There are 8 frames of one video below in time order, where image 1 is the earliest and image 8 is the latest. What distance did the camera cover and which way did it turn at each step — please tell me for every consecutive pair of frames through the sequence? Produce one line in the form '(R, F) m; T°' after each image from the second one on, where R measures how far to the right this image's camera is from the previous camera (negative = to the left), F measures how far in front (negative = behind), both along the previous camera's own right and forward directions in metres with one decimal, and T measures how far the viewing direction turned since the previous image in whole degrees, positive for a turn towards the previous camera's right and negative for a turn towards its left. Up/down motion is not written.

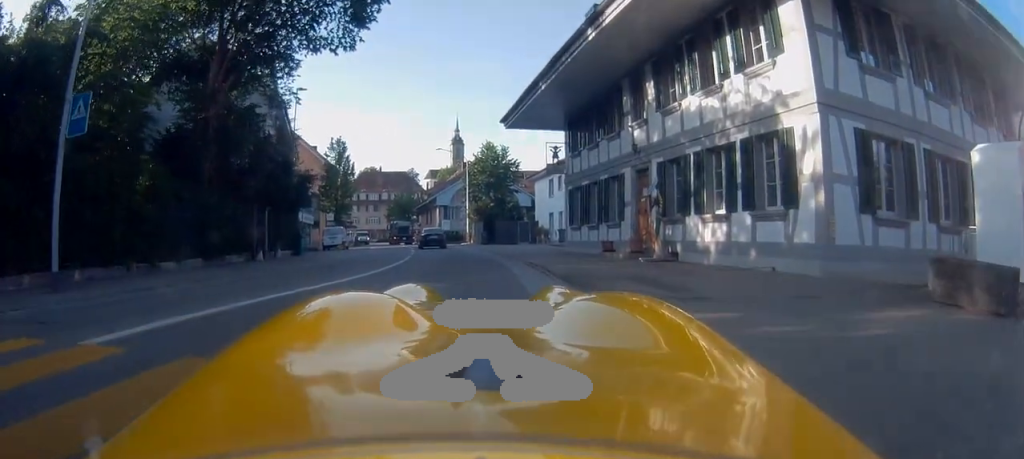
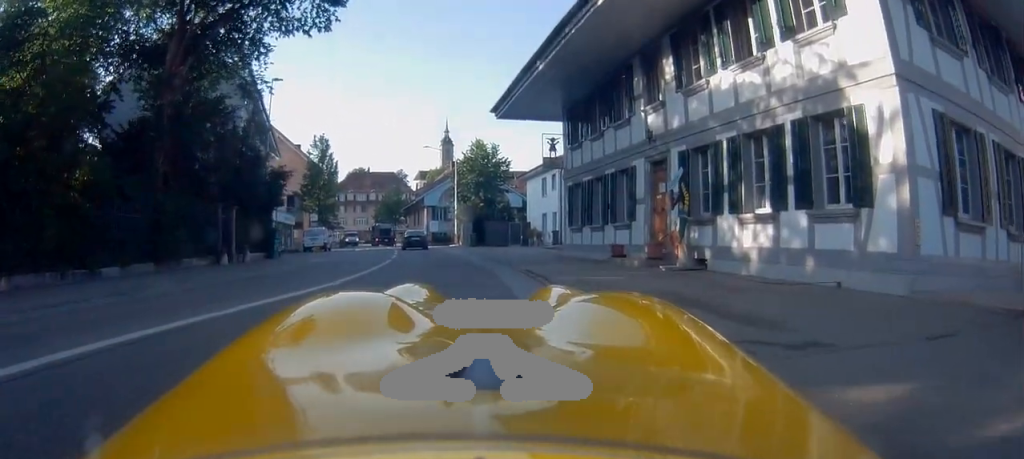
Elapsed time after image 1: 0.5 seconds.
(-0.1, +2.5) m; -1°
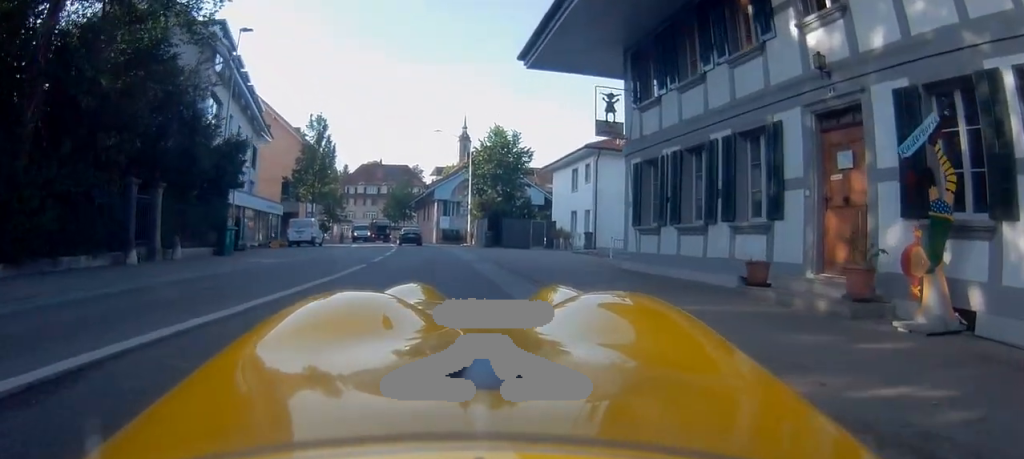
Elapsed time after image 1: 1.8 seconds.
(-0.1, +6.4) m; -3°
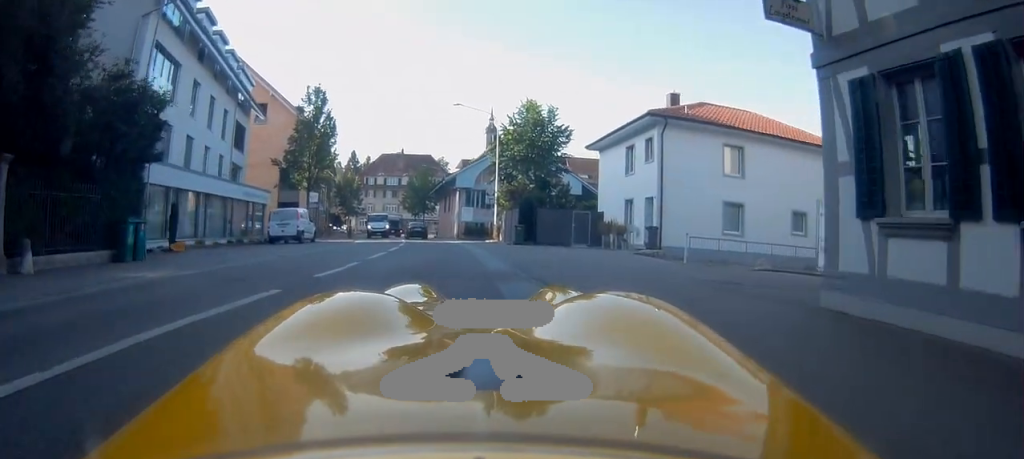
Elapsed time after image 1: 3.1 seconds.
(-0.4, +6.5) m; -8°
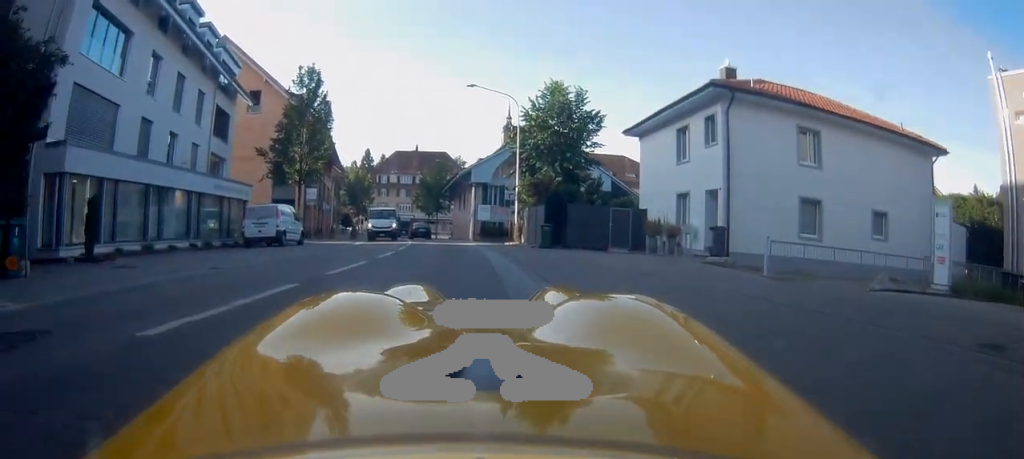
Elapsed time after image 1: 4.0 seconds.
(-0.3, +4.7) m; -4°
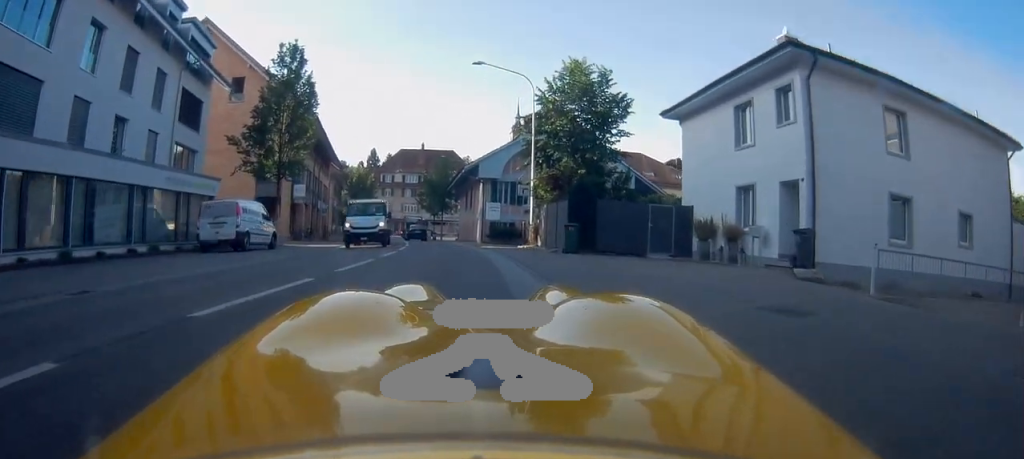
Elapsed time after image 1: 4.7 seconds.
(-0.1, +4.8) m; 0°
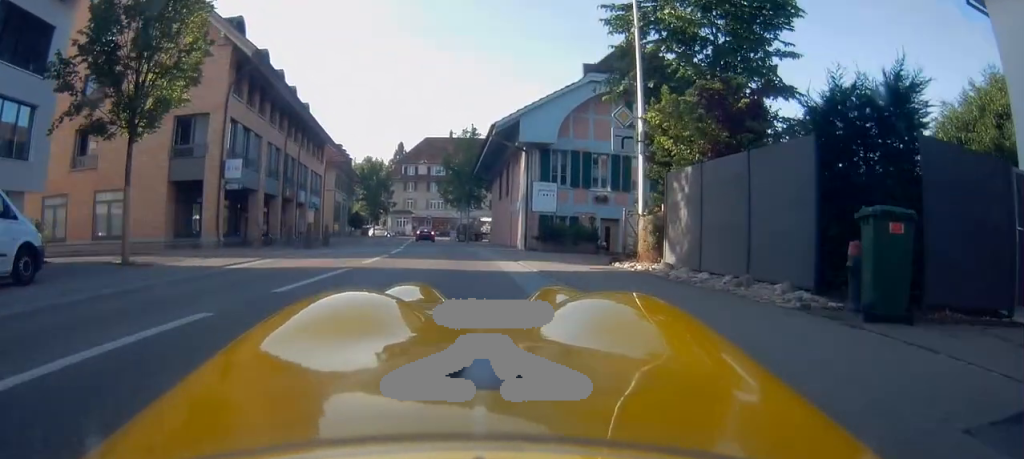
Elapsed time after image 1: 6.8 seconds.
(+0.6, +15.7) m; 0°
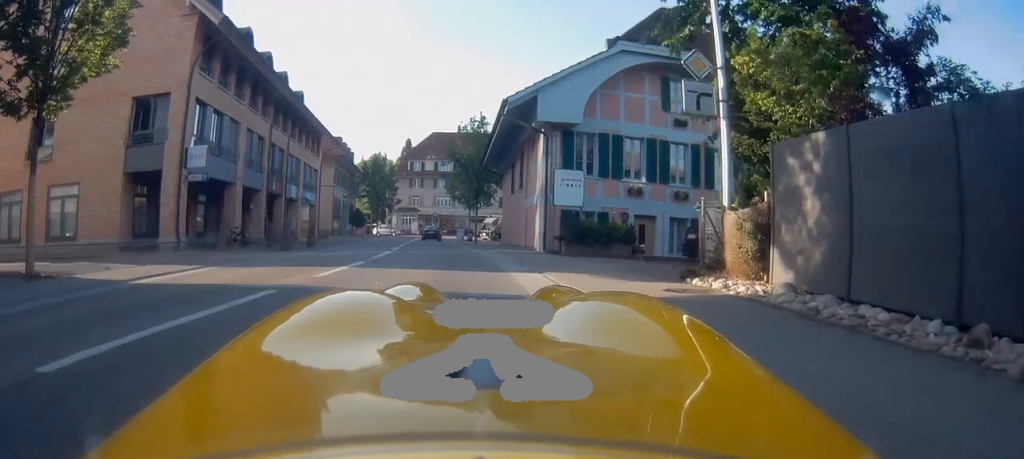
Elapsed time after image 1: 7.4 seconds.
(-0.1, +4.3) m; -3°
